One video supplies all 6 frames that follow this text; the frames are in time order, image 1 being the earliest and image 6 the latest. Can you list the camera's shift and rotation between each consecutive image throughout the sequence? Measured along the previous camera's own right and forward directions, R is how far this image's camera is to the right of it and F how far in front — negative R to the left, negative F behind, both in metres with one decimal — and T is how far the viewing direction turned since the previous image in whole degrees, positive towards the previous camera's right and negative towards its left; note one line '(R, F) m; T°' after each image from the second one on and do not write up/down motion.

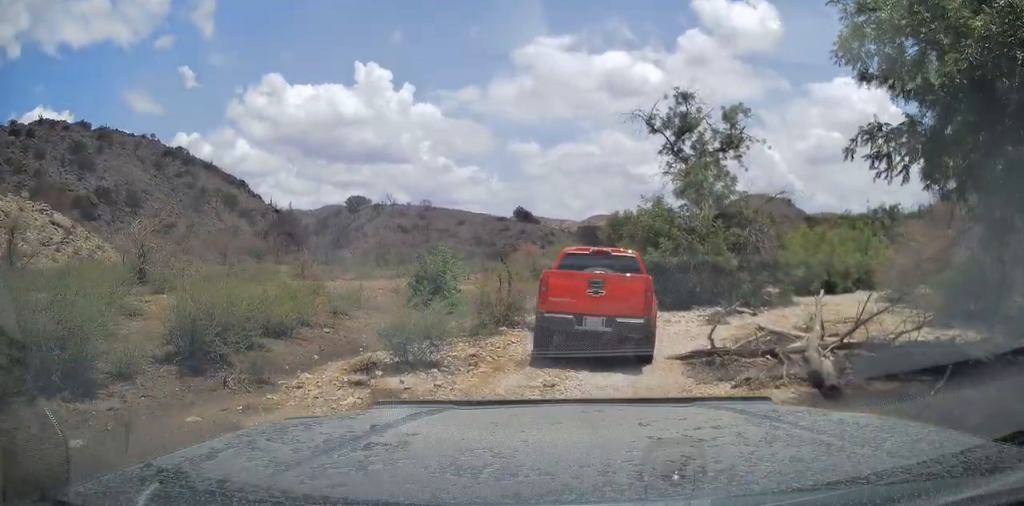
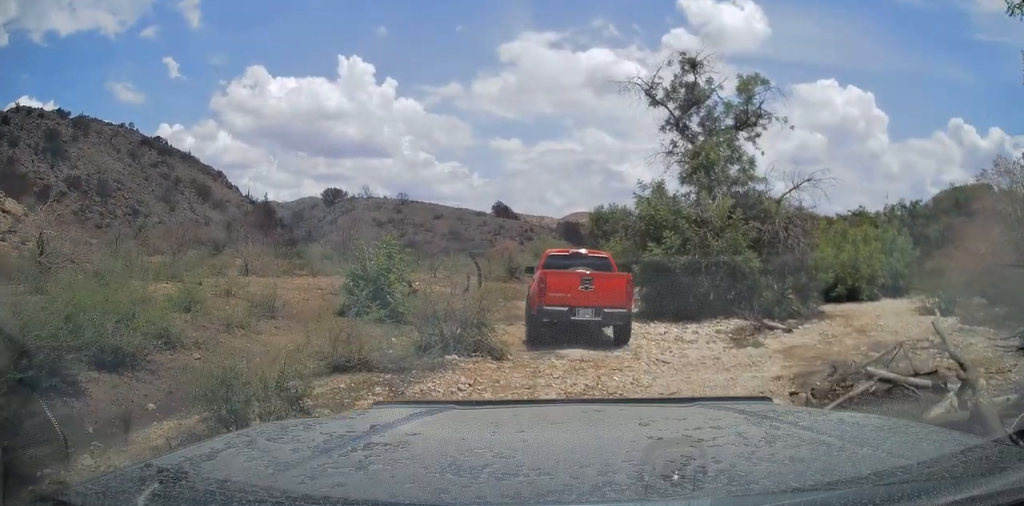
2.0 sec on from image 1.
(-0.2, +4.5) m; -2°
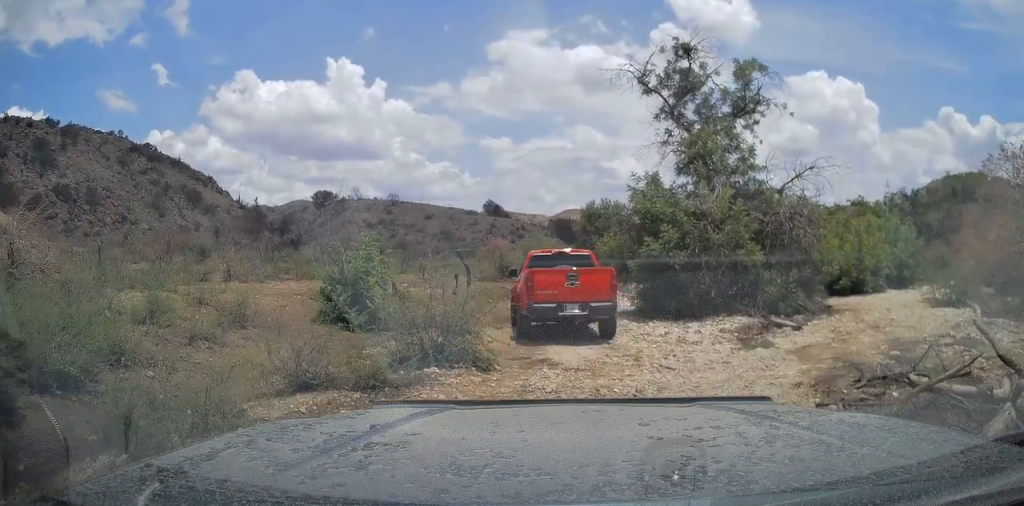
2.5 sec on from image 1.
(0.0, +0.9) m; +3°
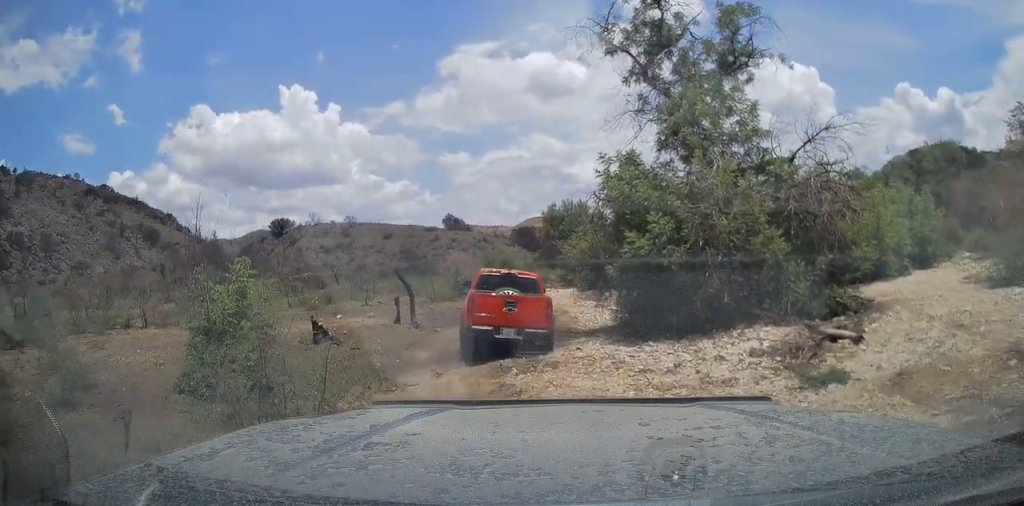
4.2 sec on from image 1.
(+0.3, +3.6) m; +9°
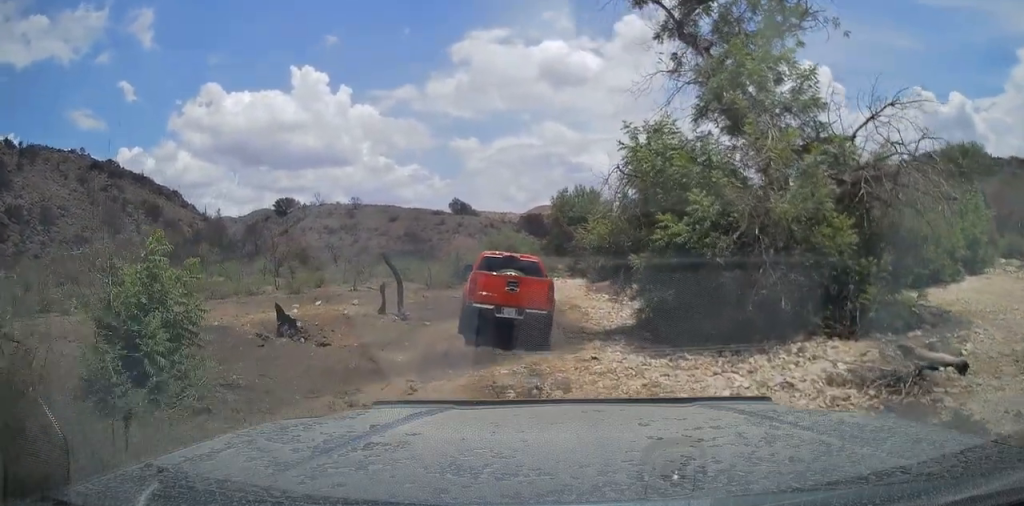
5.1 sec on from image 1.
(+0.1, +2.5) m; -2°
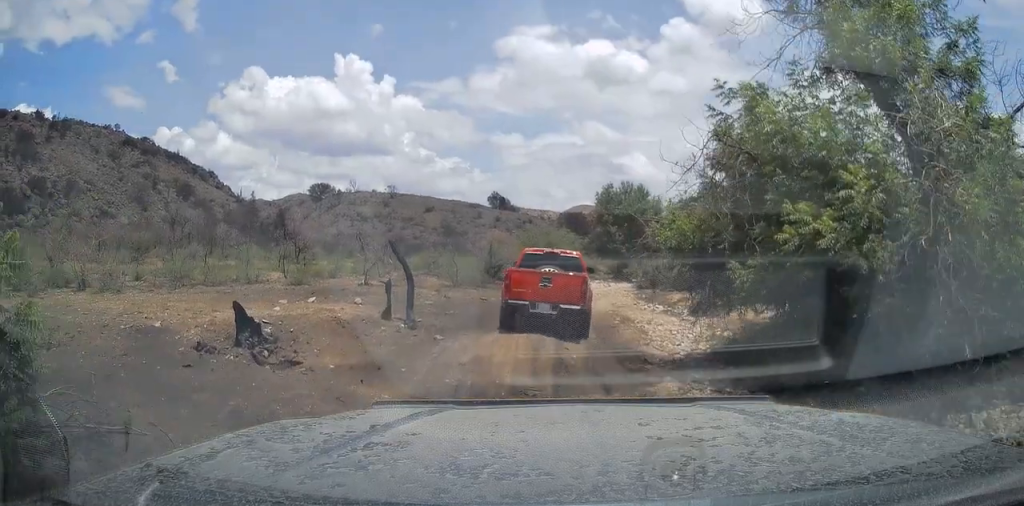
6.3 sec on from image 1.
(-0.4, +3.7) m; -6°
